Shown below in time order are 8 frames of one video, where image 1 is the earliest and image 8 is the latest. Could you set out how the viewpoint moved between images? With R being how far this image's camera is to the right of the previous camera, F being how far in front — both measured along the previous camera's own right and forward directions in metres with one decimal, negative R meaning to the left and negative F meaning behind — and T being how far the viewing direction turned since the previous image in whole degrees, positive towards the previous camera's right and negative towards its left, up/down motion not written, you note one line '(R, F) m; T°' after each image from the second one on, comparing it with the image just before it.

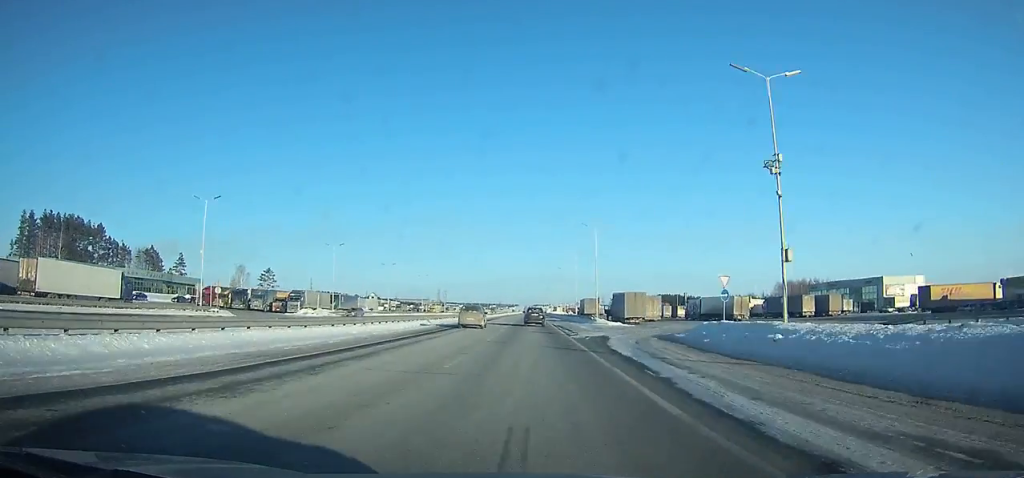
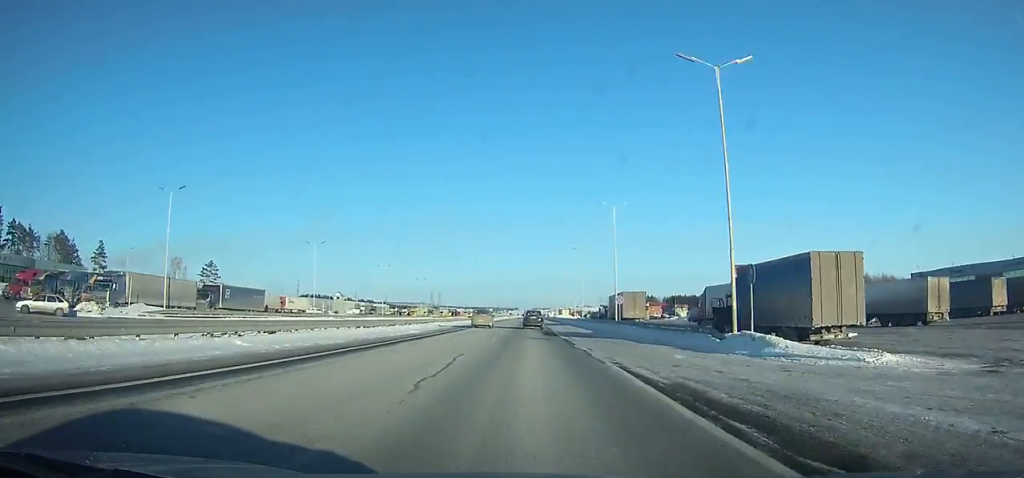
(-0.1, +49.1) m; 0°
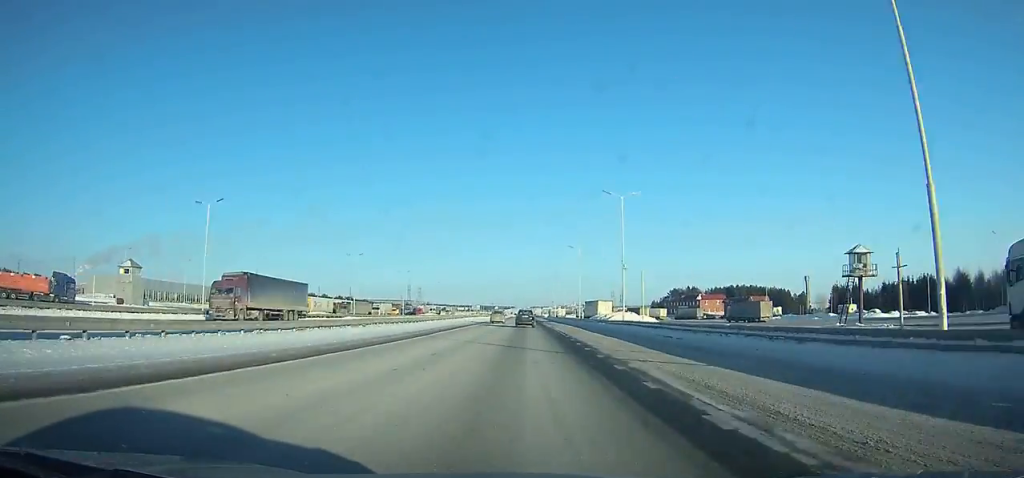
(-0.1, +127.1) m; 0°
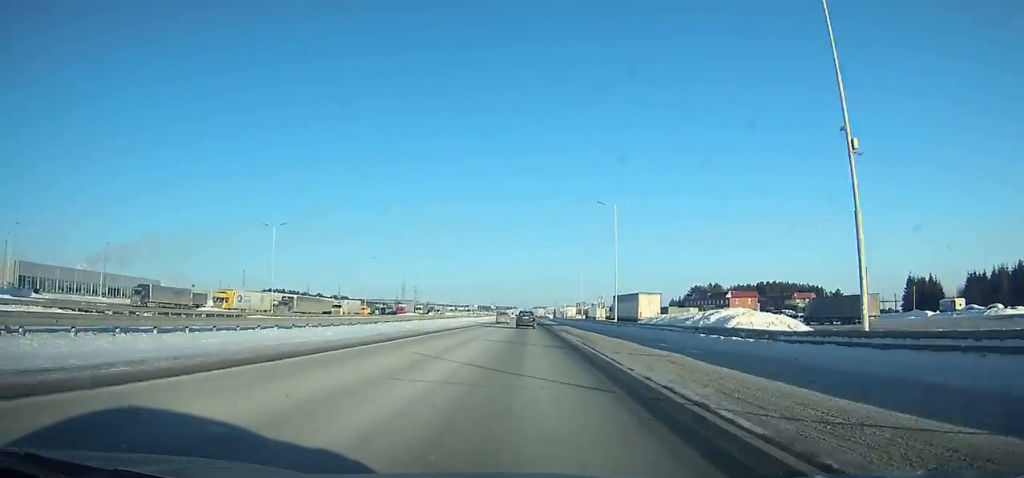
(+0.1, +39.0) m; 0°
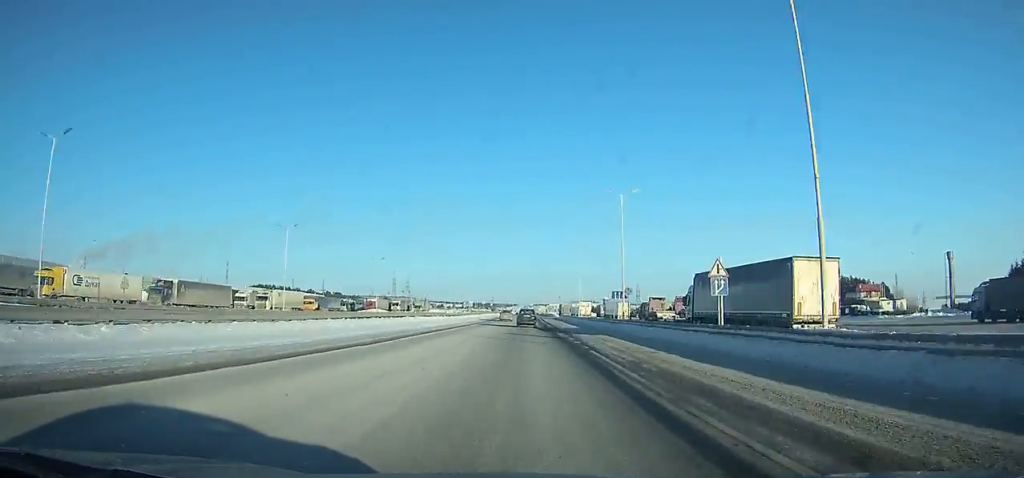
(0.0, +40.8) m; 0°
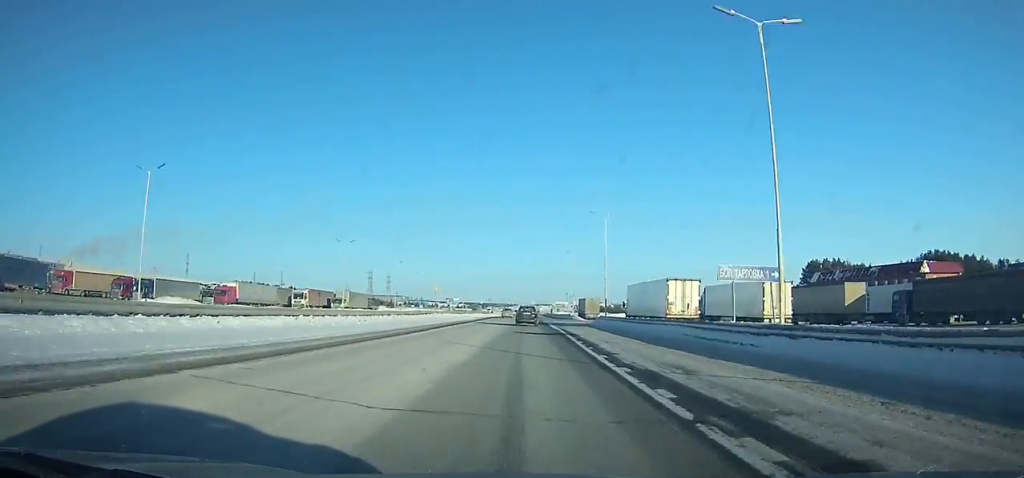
(0.0, +80.2) m; 0°
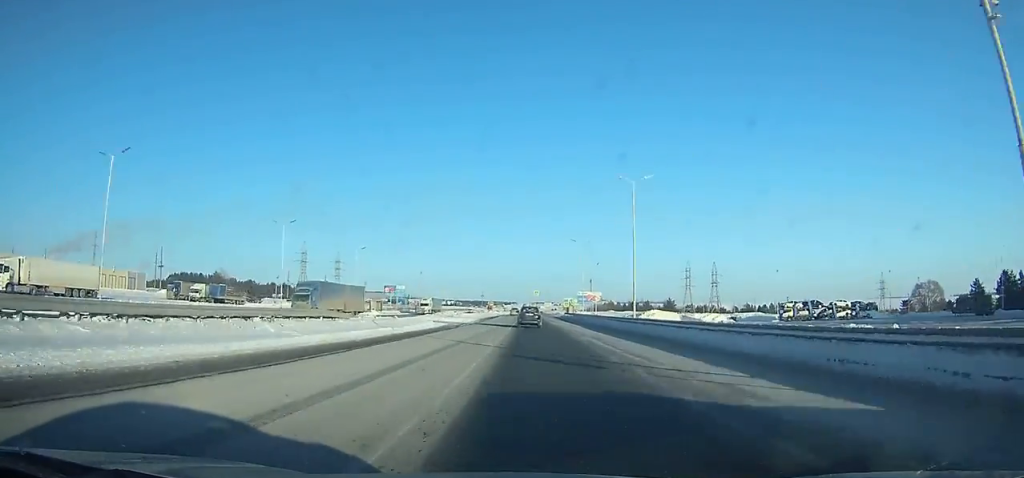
(0.0, +130.1) m; 0°
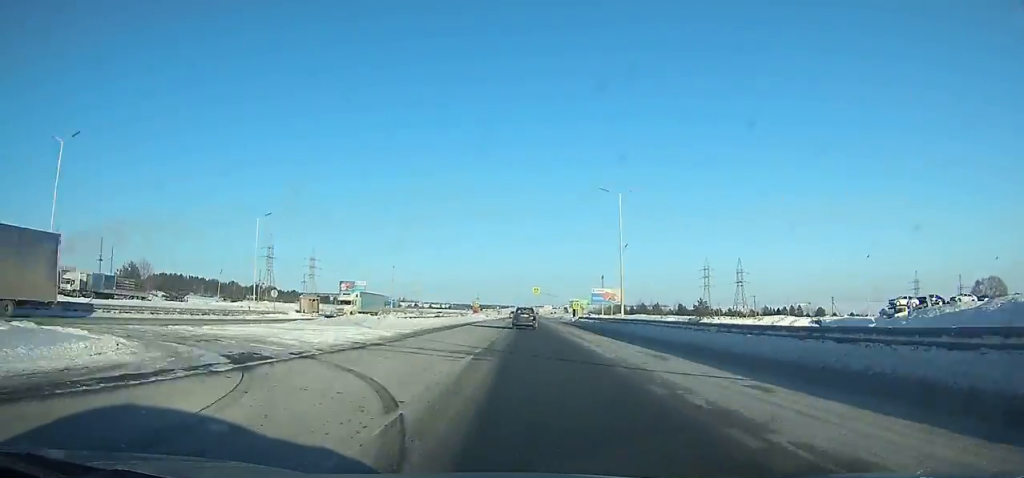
(0.0, +37.8) m; 0°
